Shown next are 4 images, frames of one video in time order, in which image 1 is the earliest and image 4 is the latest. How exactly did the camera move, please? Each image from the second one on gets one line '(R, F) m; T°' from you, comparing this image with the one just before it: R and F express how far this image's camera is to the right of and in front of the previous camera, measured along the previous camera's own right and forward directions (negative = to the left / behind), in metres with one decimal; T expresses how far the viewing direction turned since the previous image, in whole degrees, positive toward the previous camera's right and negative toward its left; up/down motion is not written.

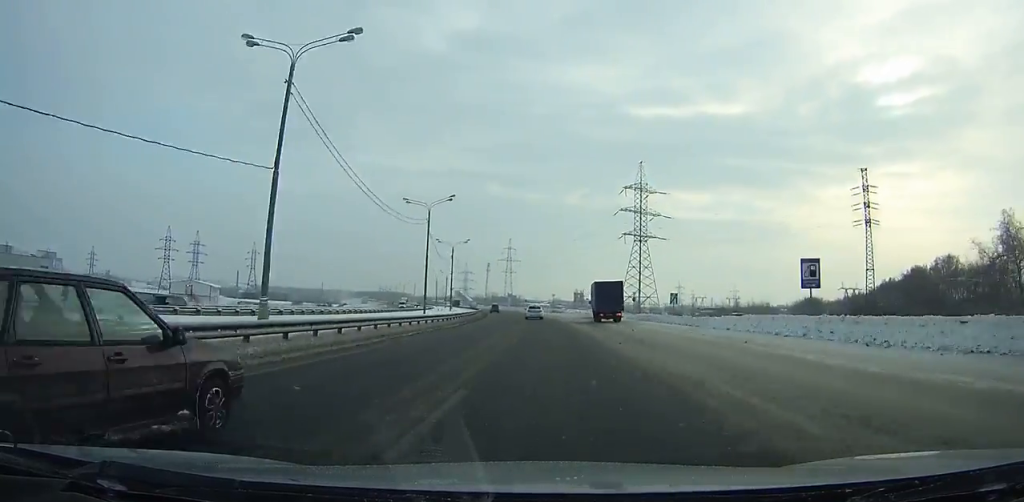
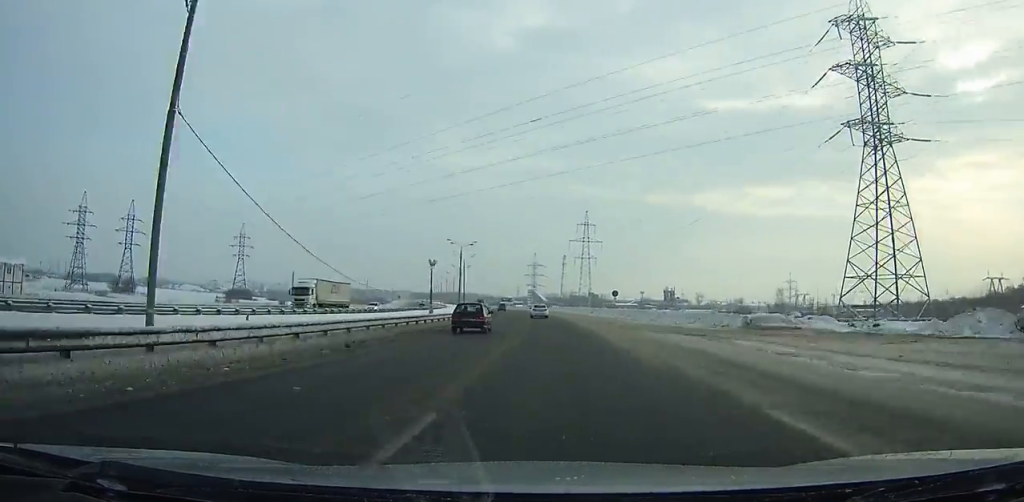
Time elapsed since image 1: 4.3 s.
(-6.3, +99.3) m; -7°
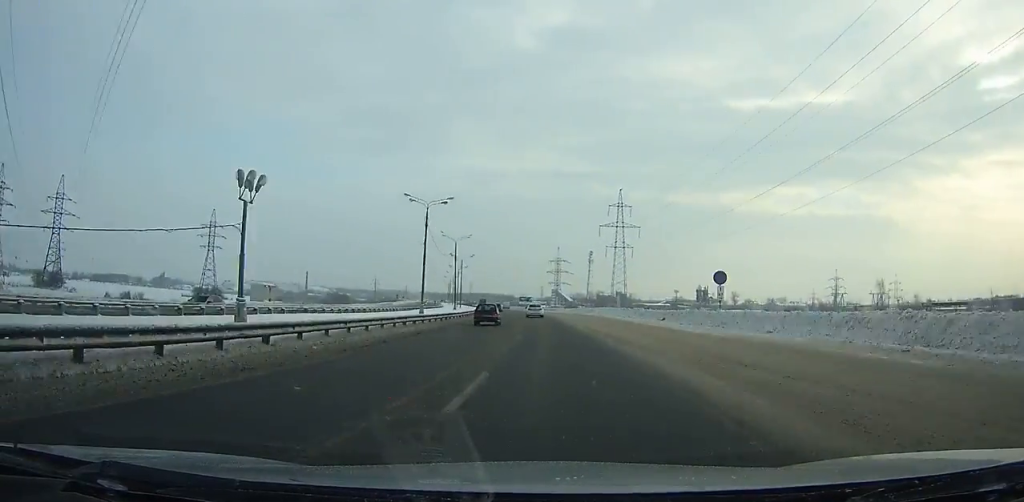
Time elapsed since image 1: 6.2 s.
(-1.3, +44.4) m; -3°
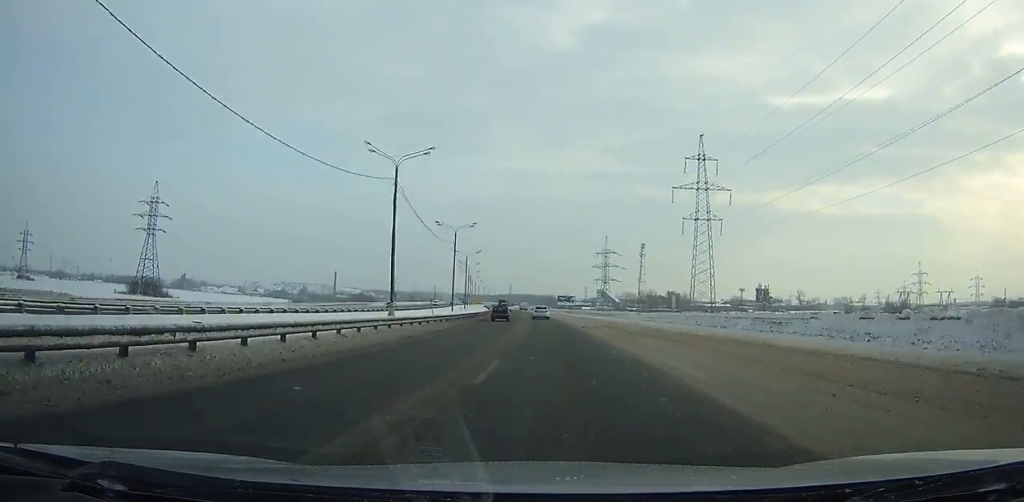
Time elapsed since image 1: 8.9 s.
(-2.4, +63.4) m; -4°
